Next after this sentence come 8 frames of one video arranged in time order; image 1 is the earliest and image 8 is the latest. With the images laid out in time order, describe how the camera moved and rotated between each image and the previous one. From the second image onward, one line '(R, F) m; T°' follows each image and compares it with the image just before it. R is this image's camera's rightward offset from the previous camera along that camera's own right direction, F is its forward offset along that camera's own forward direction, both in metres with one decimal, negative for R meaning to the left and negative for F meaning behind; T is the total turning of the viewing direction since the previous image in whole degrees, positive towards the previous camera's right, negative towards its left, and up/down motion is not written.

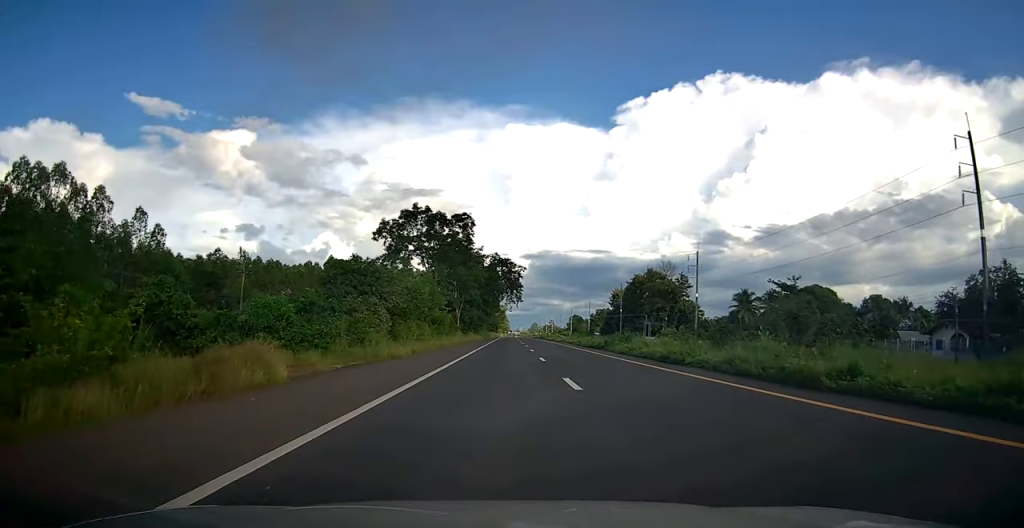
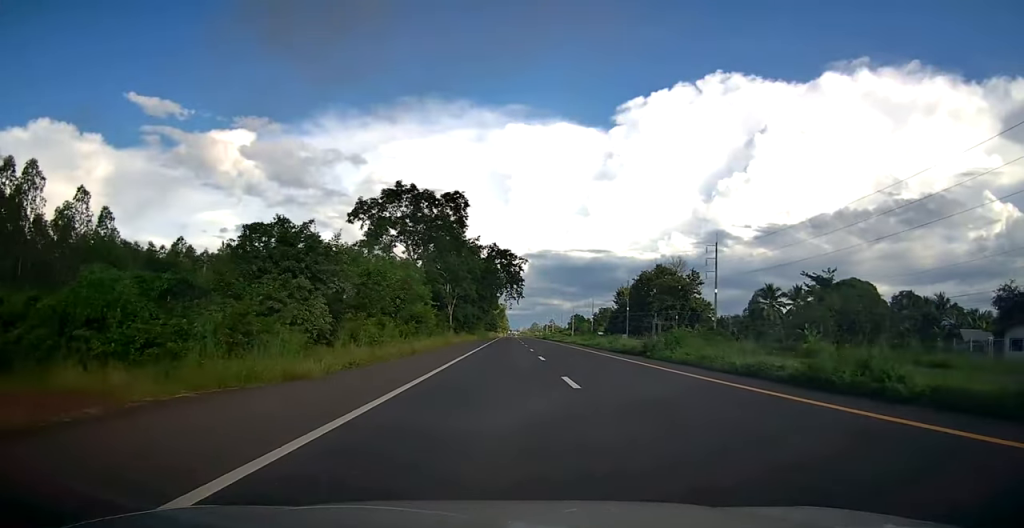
(0.0, +11.5) m; 0°
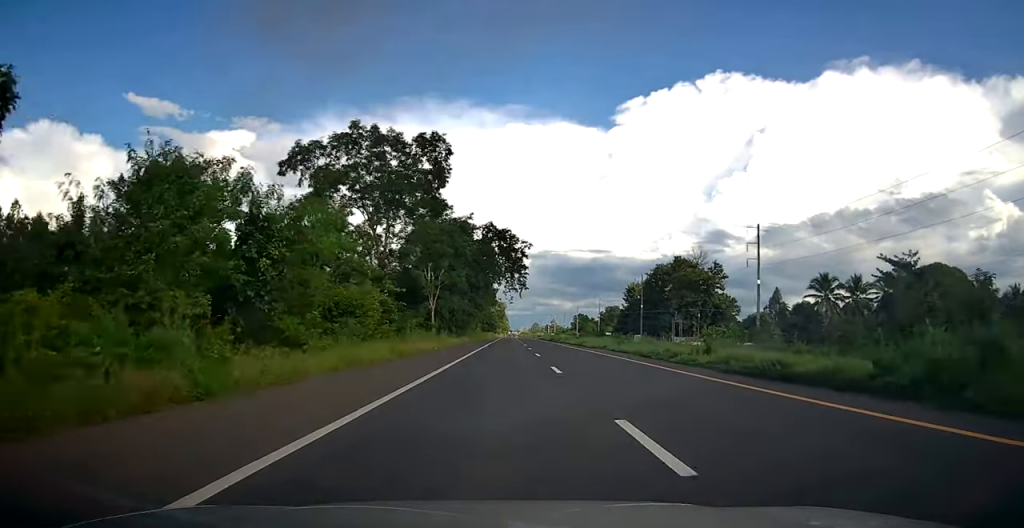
(0.0, +19.3) m; 0°
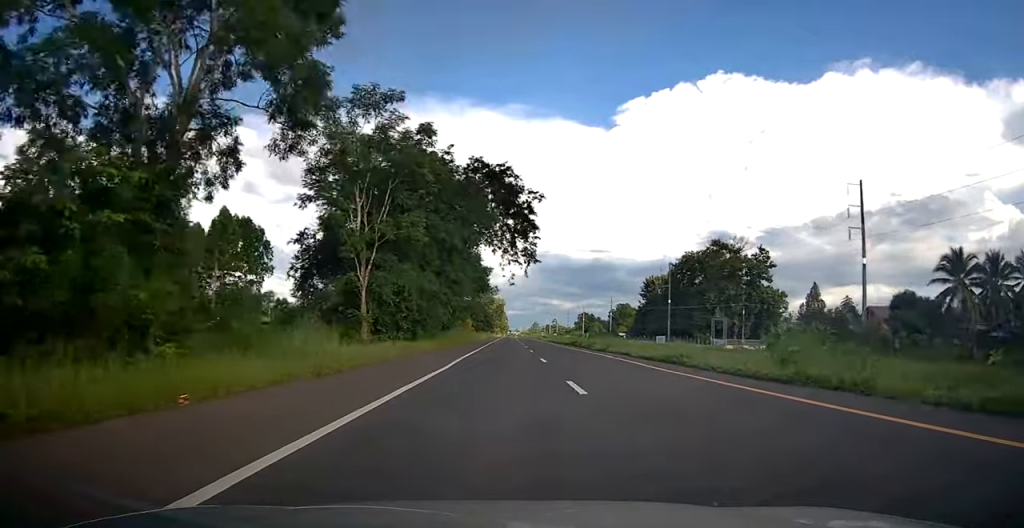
(-0.1, +29.4) m; 0°
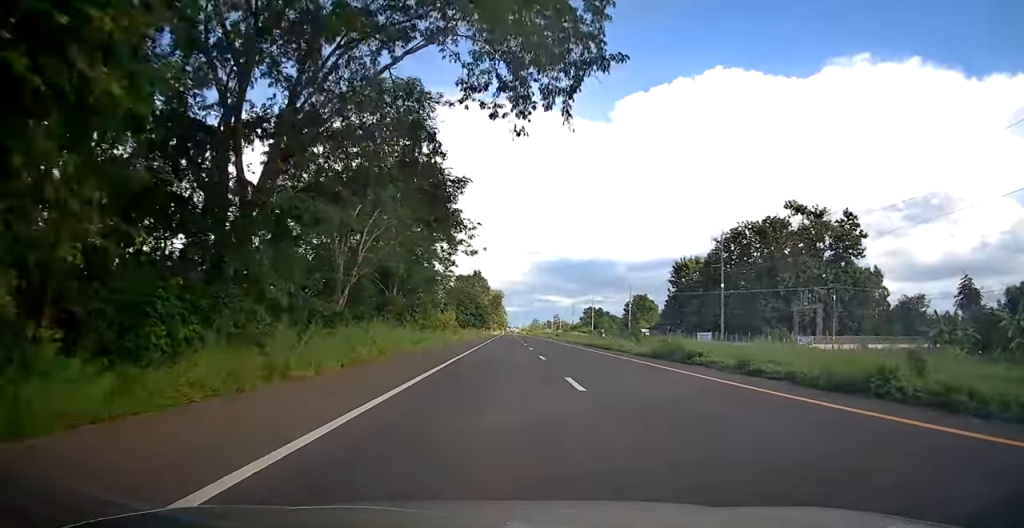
(+0.1, +35.5) m; 0°
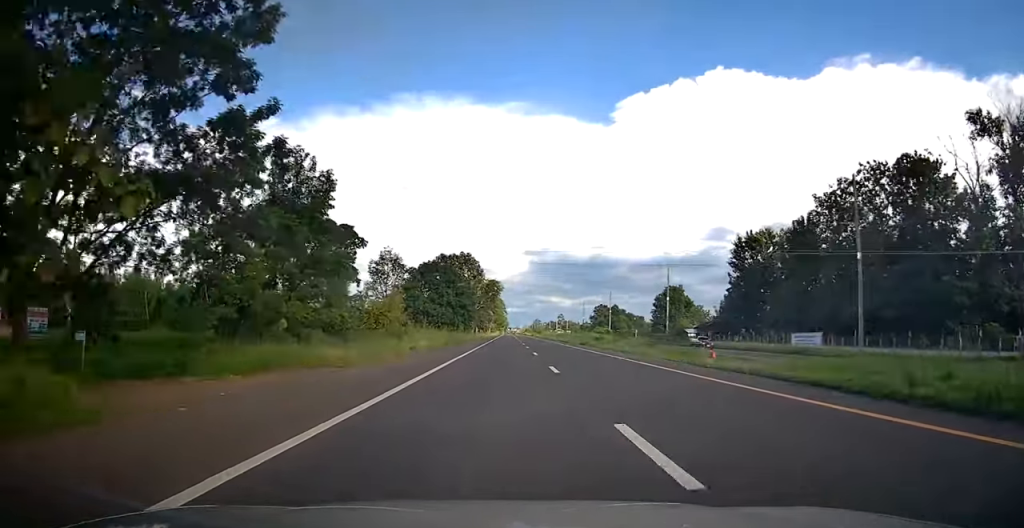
(0.0, +42.5) m; 0°
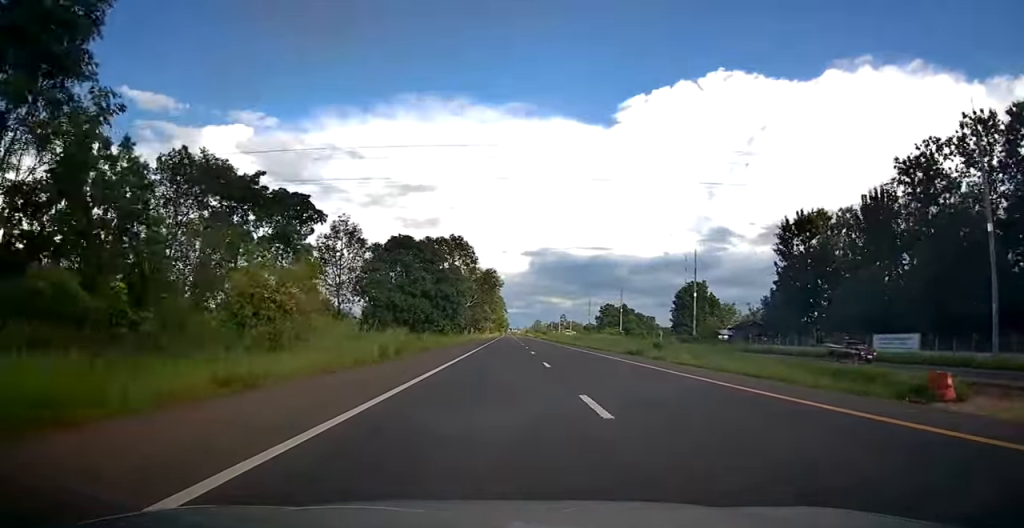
(-0.1, +20.3) m; 0°
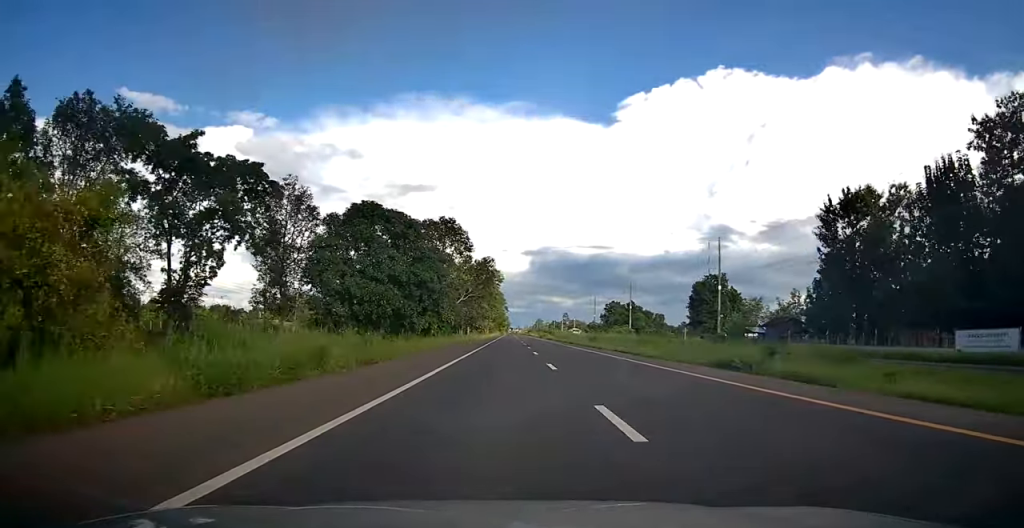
(0.0, +13.8) m; 0°
